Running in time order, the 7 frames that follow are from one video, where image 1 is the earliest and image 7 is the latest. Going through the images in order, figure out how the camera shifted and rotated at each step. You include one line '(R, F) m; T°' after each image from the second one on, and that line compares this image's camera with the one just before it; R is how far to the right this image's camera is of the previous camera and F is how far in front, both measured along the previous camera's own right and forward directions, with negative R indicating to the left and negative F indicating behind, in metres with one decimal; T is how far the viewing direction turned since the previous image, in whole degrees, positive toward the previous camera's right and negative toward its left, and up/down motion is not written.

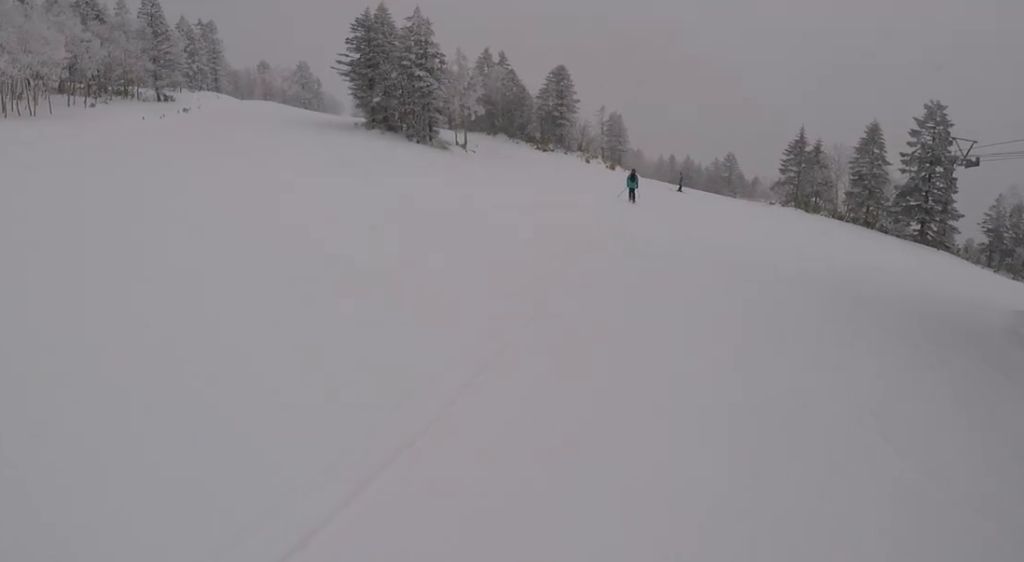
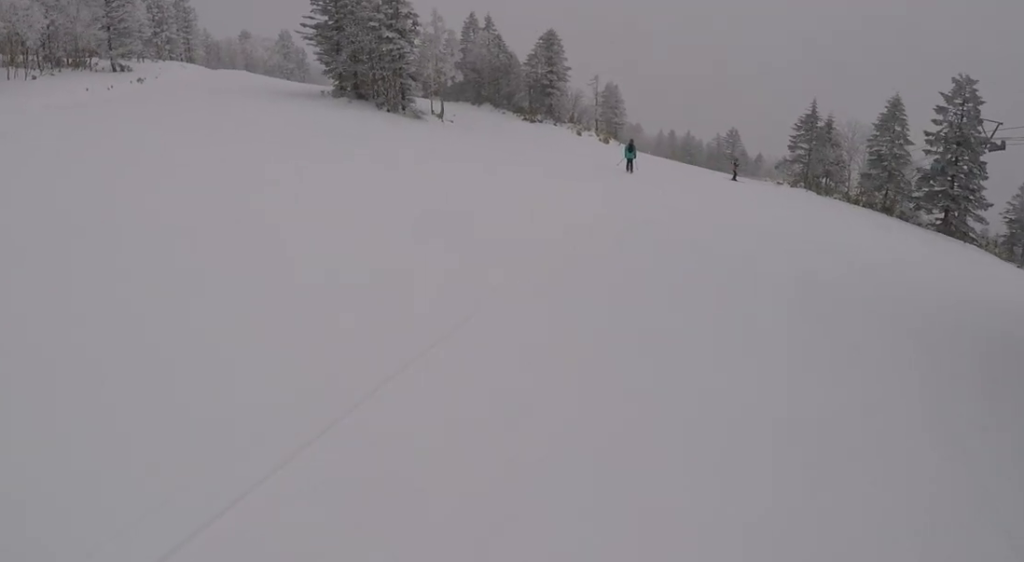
(-0.1, +4.9) m; +1°
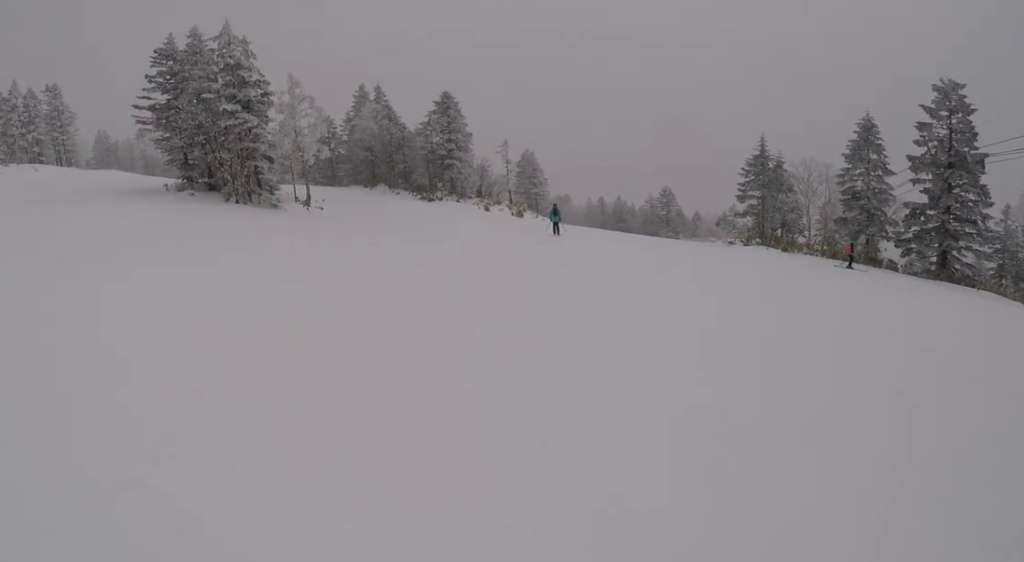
(+1.0, +11.4) m; -3°
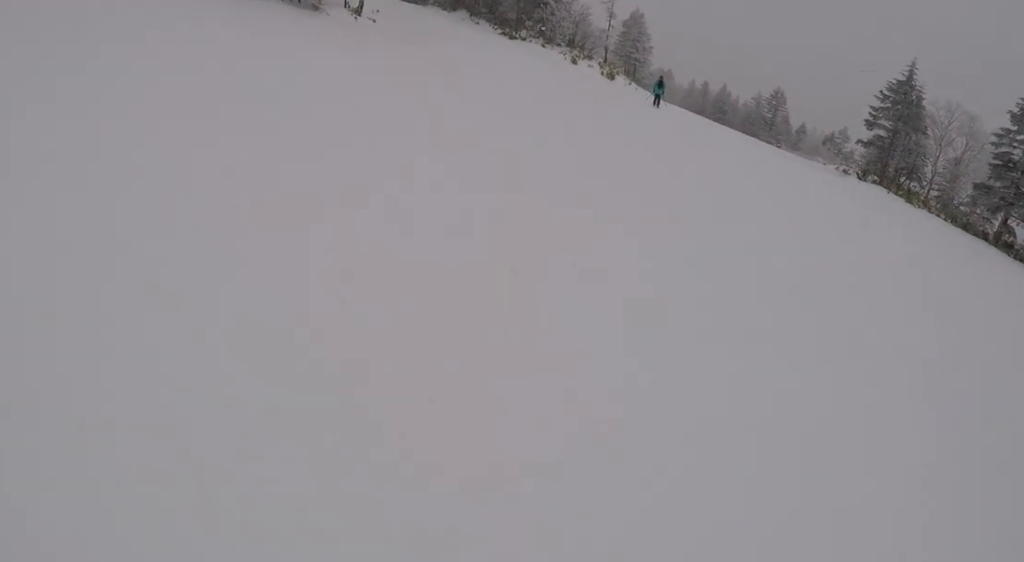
(-0.9, +5.9) m; 0°
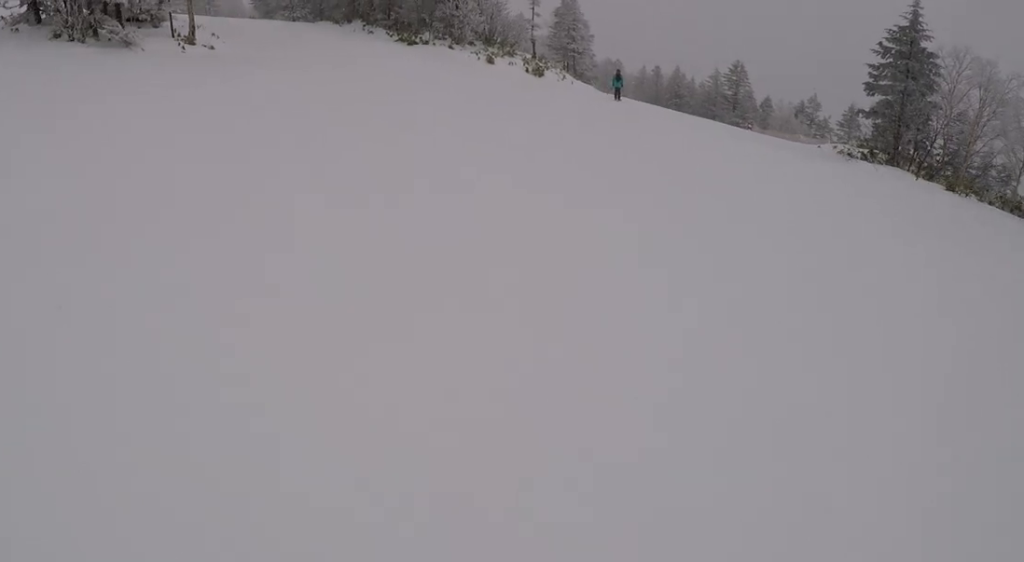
(+0.7, +9.1) m; 0°
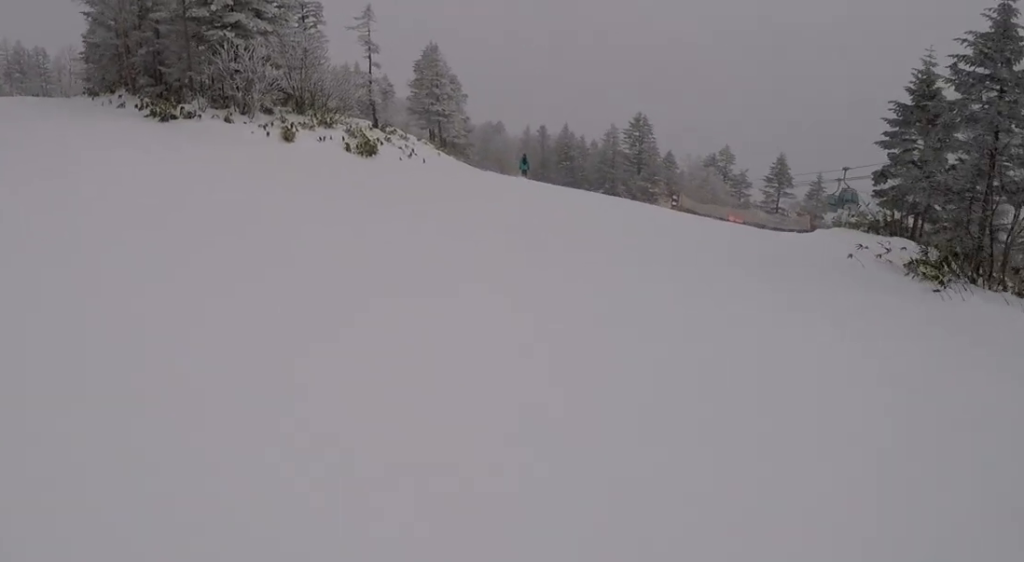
(-0.3, +15.1) m; 0°
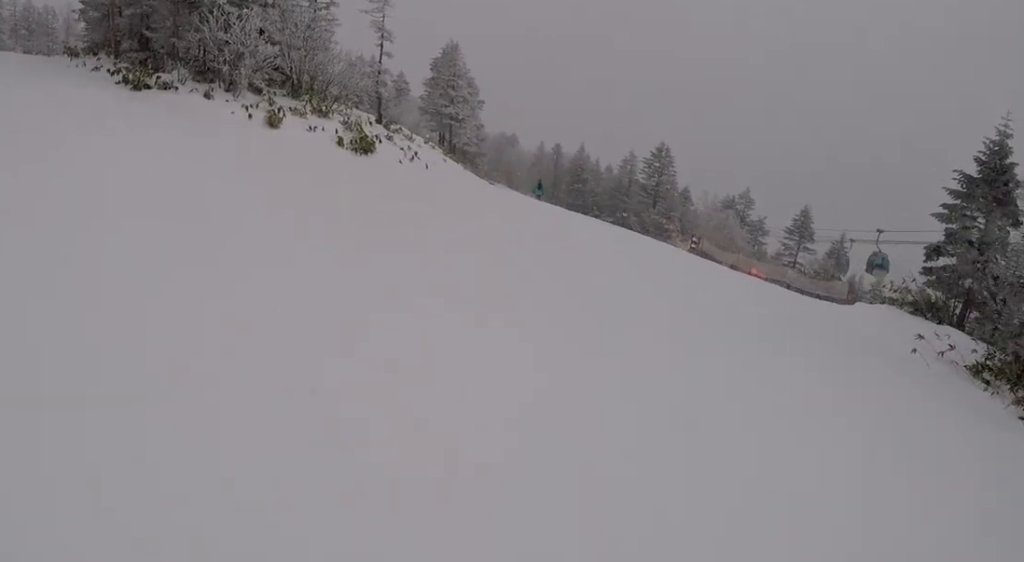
(-0.5, +3.1) m; 0°
